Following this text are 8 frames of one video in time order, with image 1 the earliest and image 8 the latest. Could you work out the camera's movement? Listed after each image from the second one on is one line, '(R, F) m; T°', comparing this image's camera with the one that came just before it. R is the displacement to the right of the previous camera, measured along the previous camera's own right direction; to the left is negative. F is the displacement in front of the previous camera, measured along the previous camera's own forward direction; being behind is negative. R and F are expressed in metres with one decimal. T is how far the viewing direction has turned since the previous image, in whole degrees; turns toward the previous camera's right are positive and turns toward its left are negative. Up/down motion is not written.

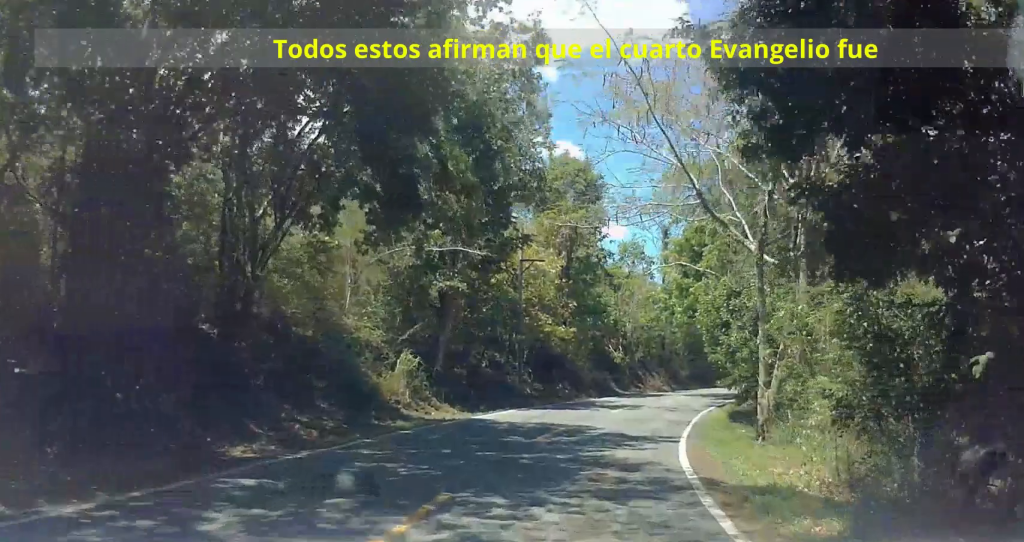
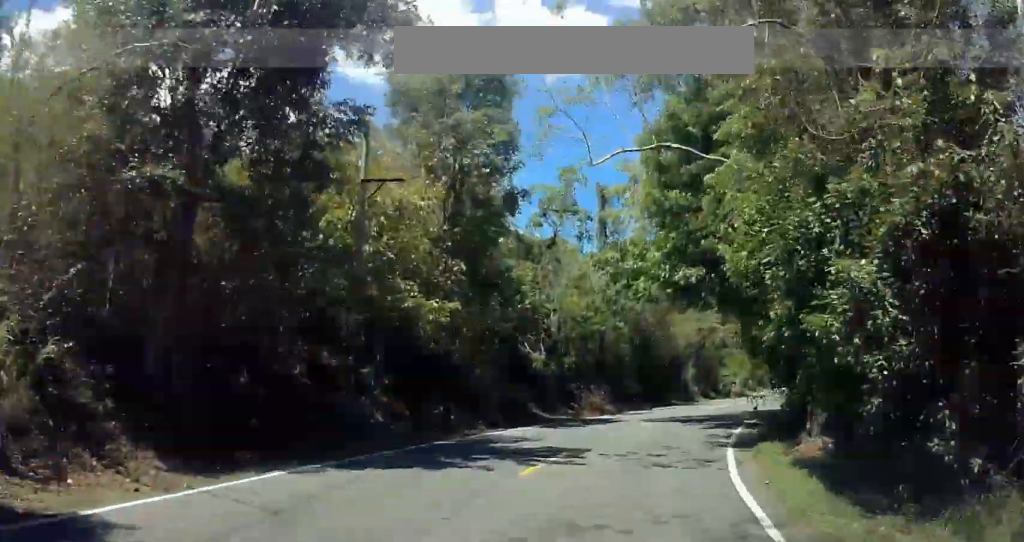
(0.0, +16.2) m; 0°
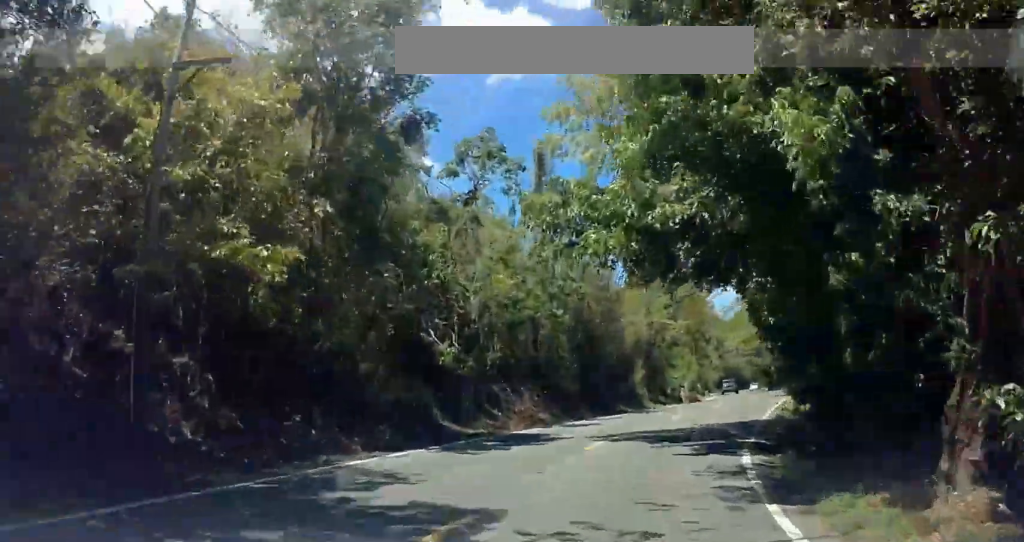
(0.0, +7.8) m; 0°
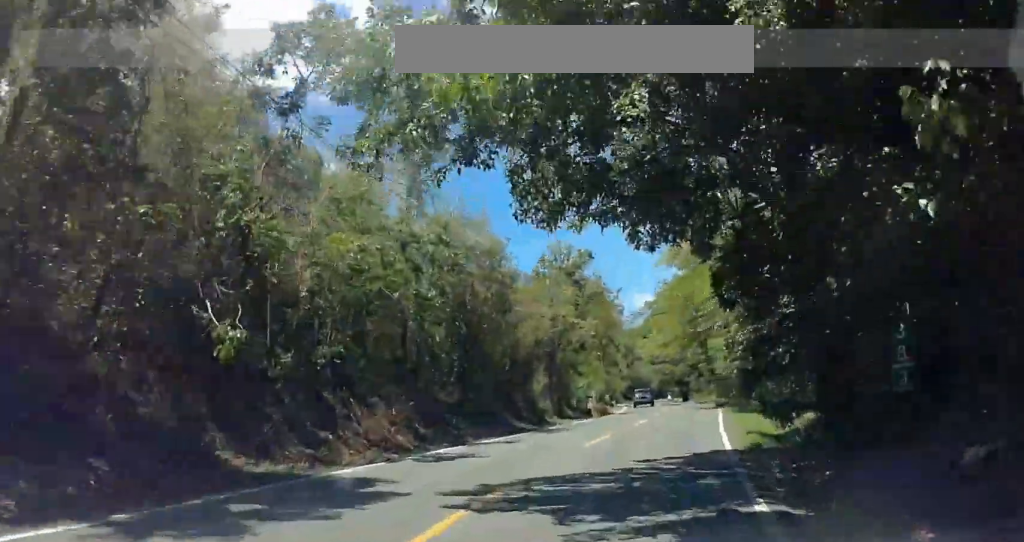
(0.0, +8.7) m; 0°
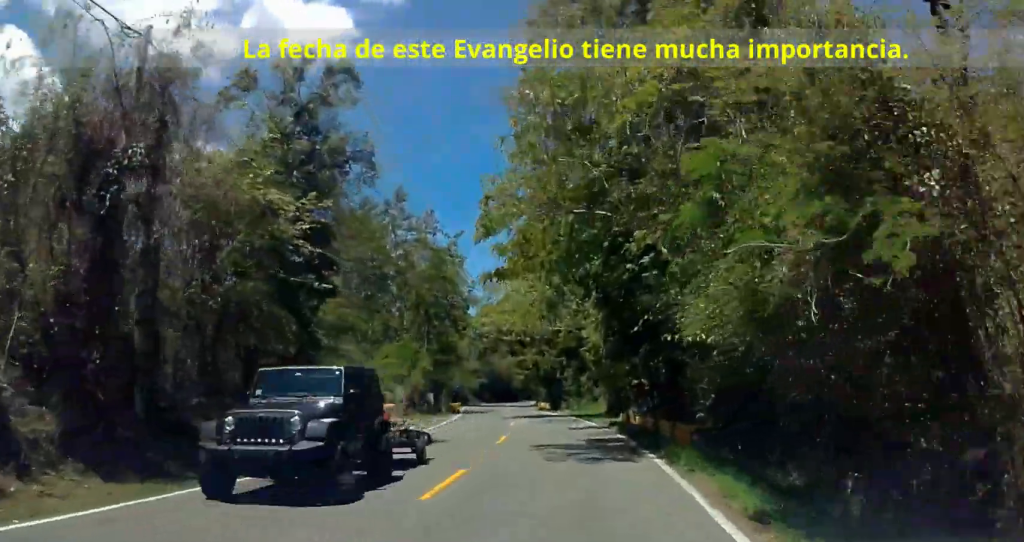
(+0.8, +31.4) m; +7°
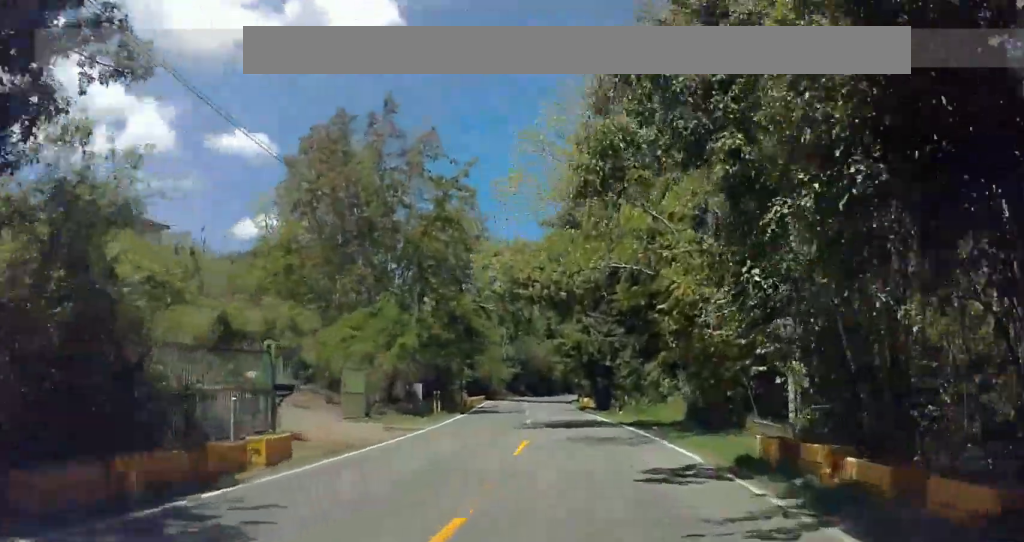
(+1.2, +16.7) m; +4°
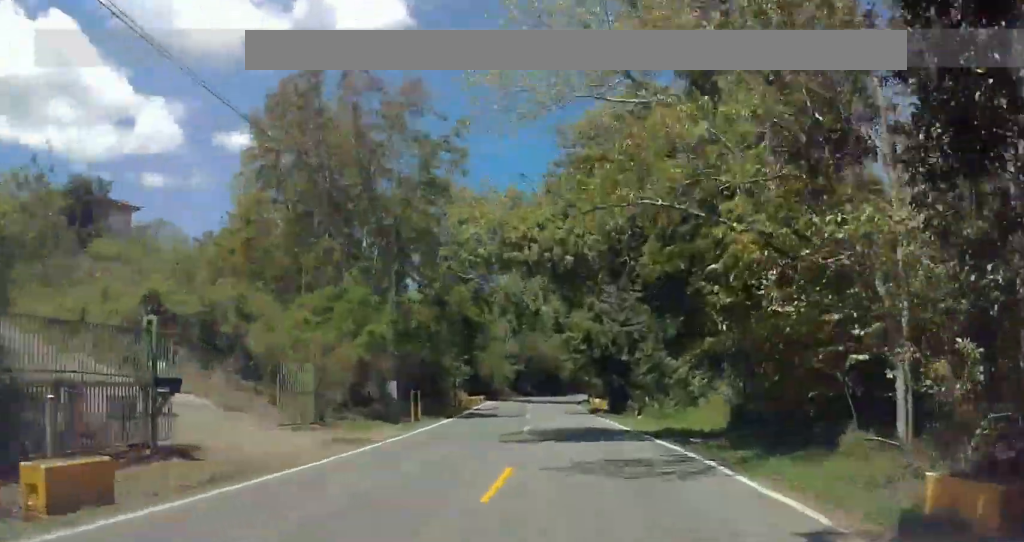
(0.0, +6.3) m; 0°
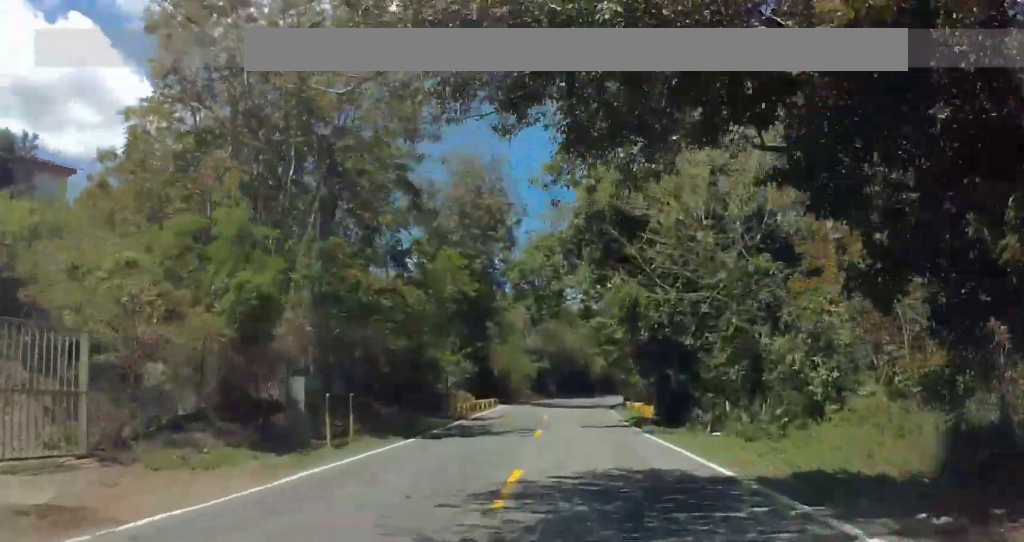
(0.0, +11.9) m; 0°
